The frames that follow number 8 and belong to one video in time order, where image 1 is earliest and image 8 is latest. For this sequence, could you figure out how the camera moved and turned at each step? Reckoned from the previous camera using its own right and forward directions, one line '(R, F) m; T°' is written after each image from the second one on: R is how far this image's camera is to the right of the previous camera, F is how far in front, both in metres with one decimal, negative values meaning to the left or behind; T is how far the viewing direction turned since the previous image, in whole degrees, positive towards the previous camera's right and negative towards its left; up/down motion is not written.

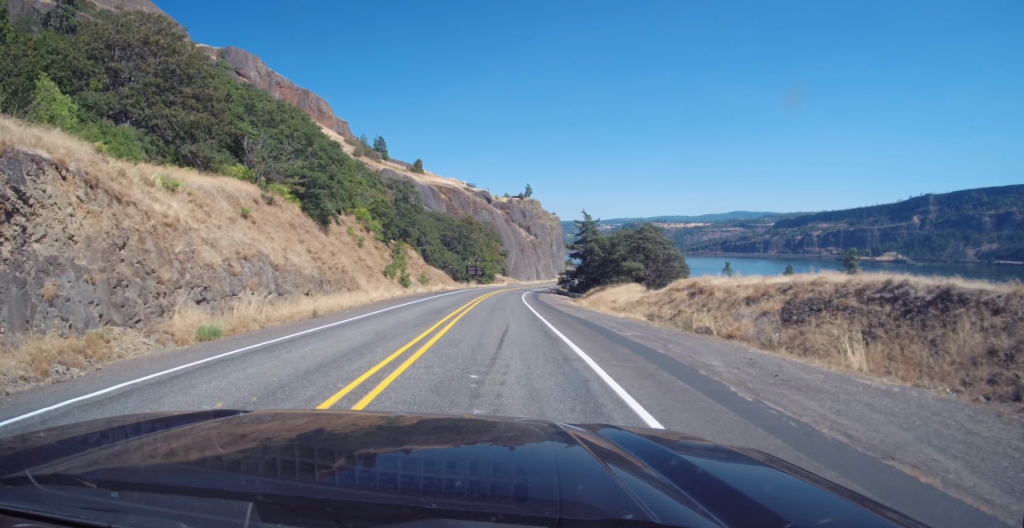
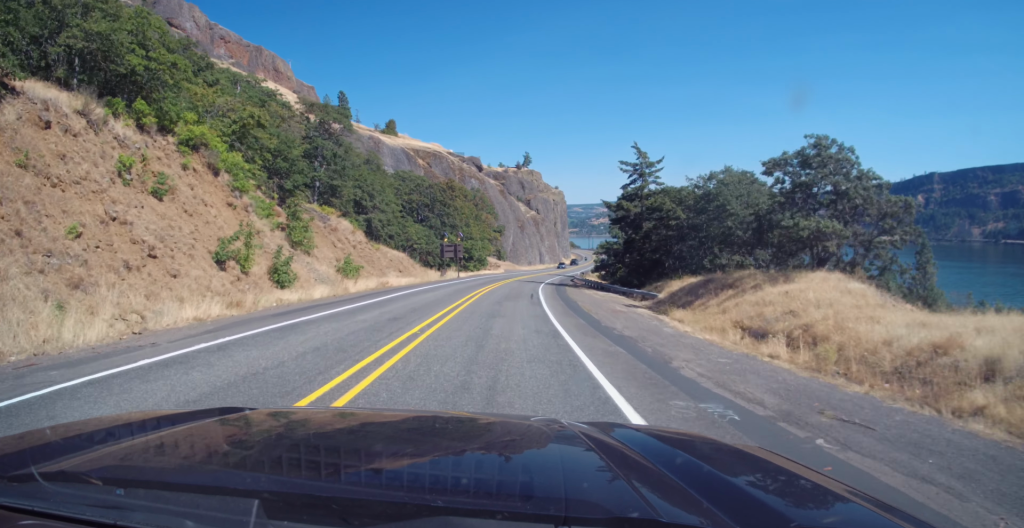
(+0.2, +42.9) m; 0°
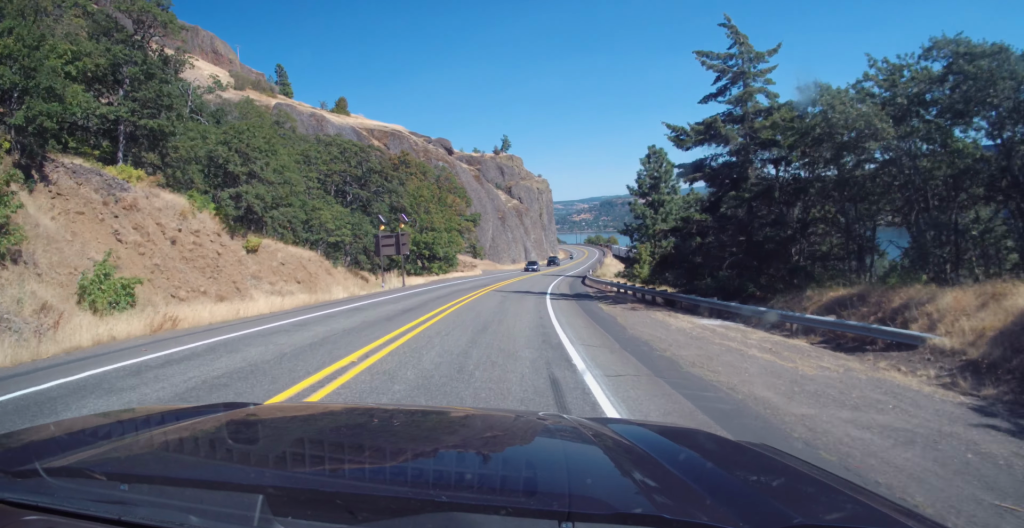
(+0.4, +30.3) m; +2°
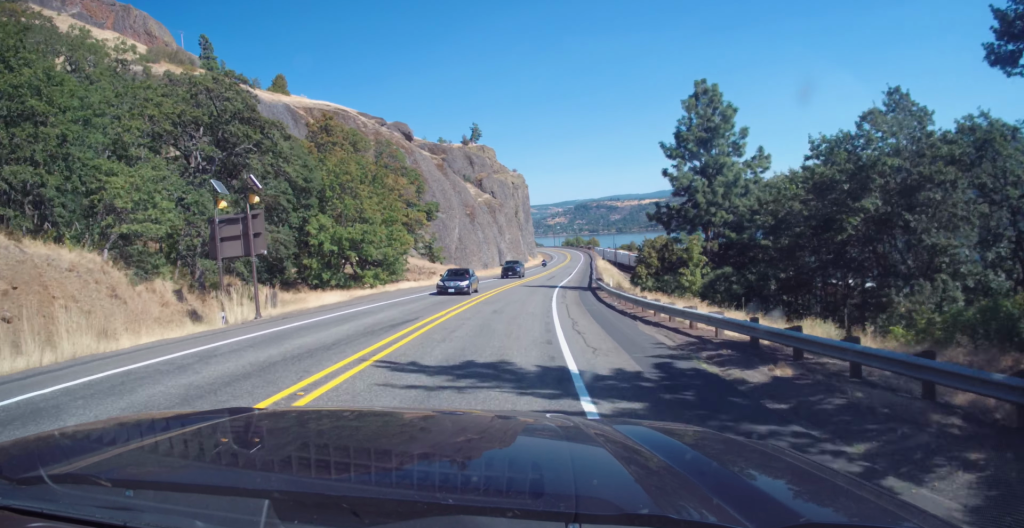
(+0.5, +25.3) m; +3°
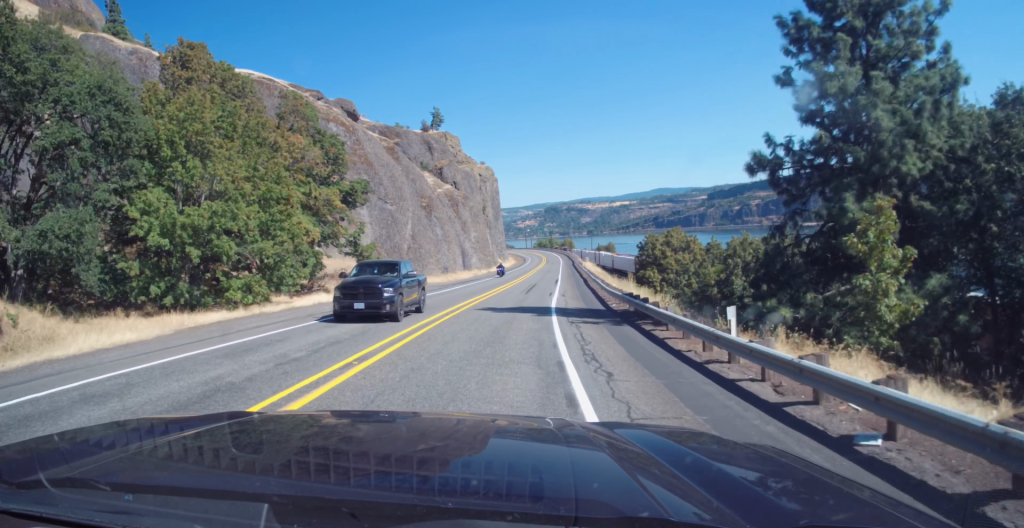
(+0.7, +23.0) m; +2°
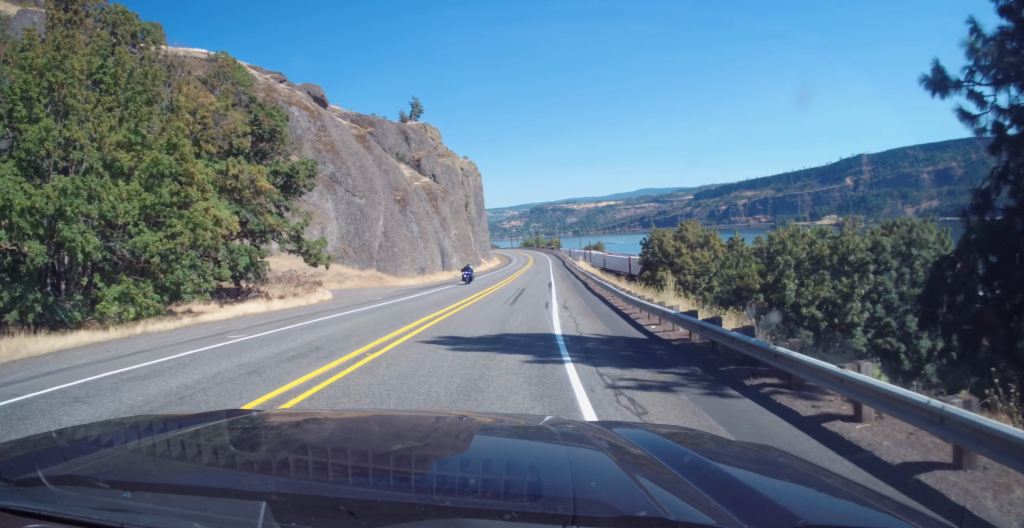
(0.0, +10.6) m; 0°
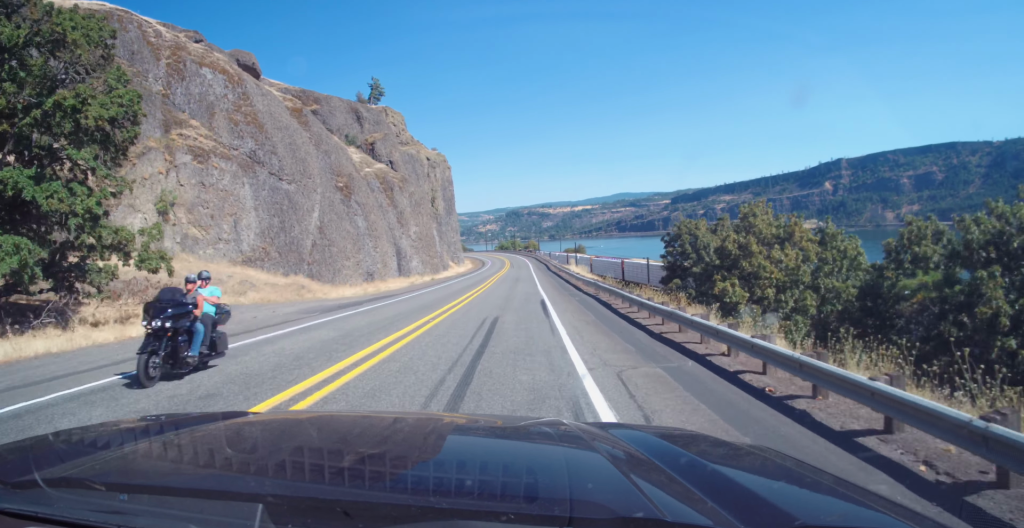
(+0.1, +19.6) m; +1°
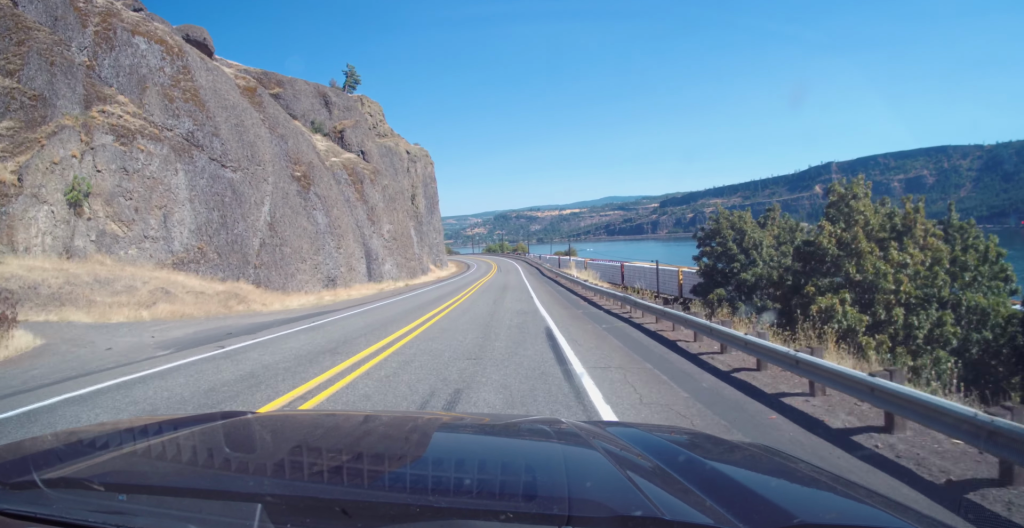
(-0.2, +11.8) m; +1°
